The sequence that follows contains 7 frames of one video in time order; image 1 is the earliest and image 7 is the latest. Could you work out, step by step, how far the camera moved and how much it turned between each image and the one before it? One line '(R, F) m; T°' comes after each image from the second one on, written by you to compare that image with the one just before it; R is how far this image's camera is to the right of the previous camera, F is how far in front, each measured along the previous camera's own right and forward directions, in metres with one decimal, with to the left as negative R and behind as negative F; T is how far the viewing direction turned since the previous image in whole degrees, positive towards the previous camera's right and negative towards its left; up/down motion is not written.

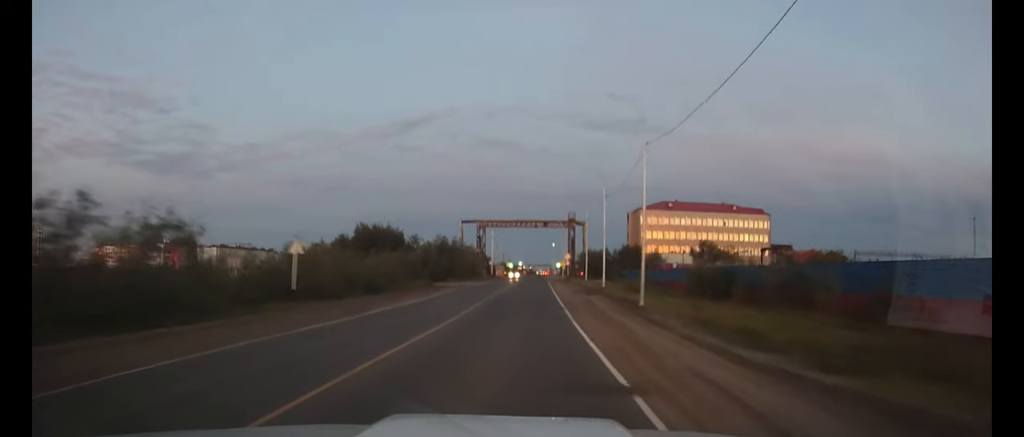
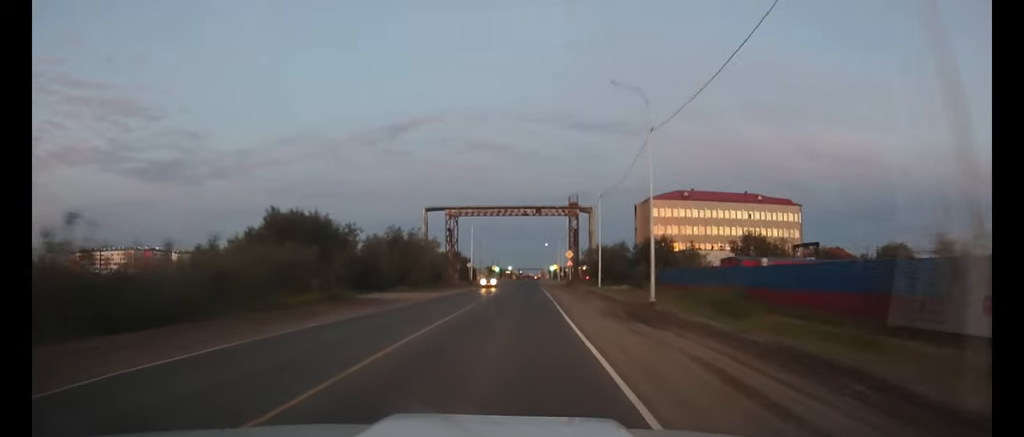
(+0.2, +24.9) m; +1°
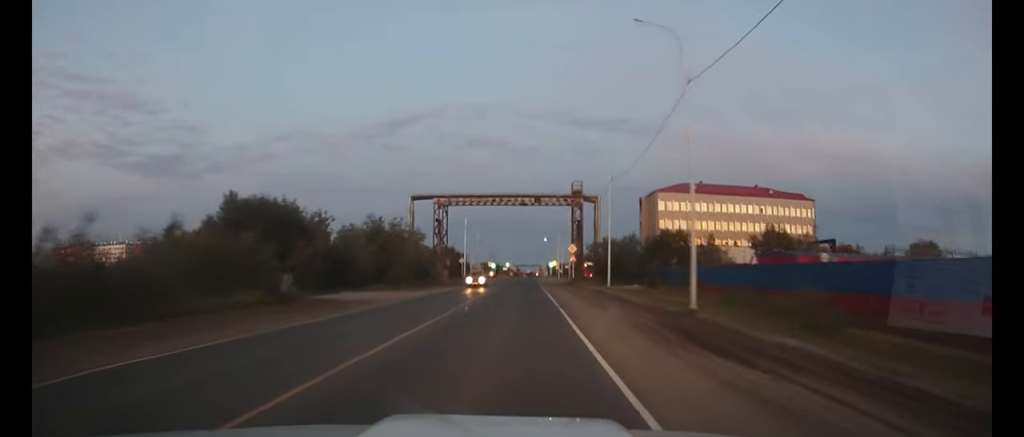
(0.0, +7.6) m; 0°
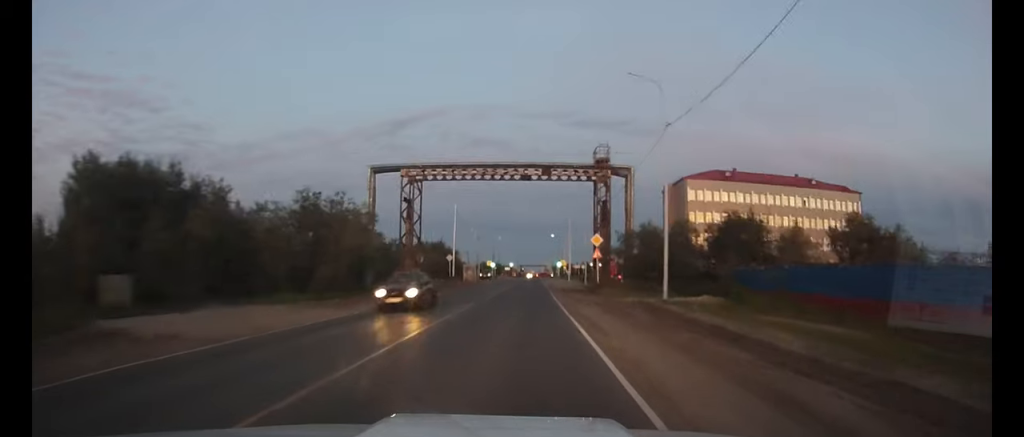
(-0.1, +18.4) m; 0°
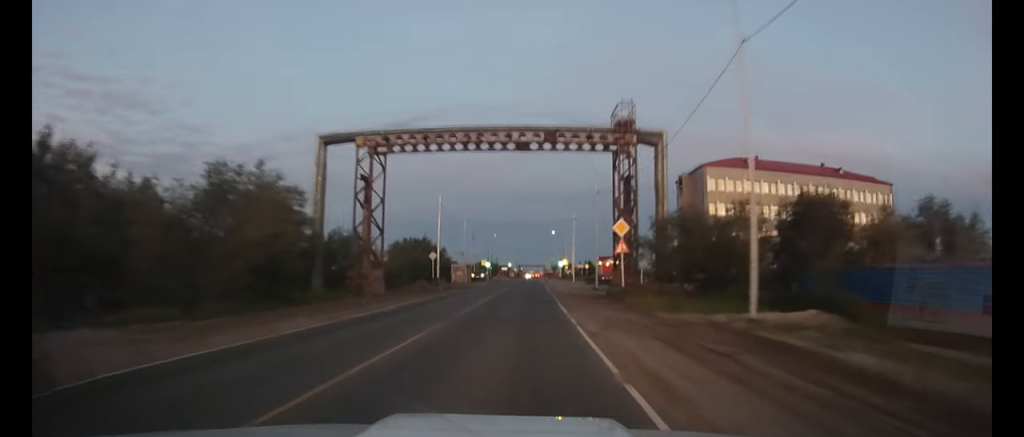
(0.0, +11.7) m; 0°
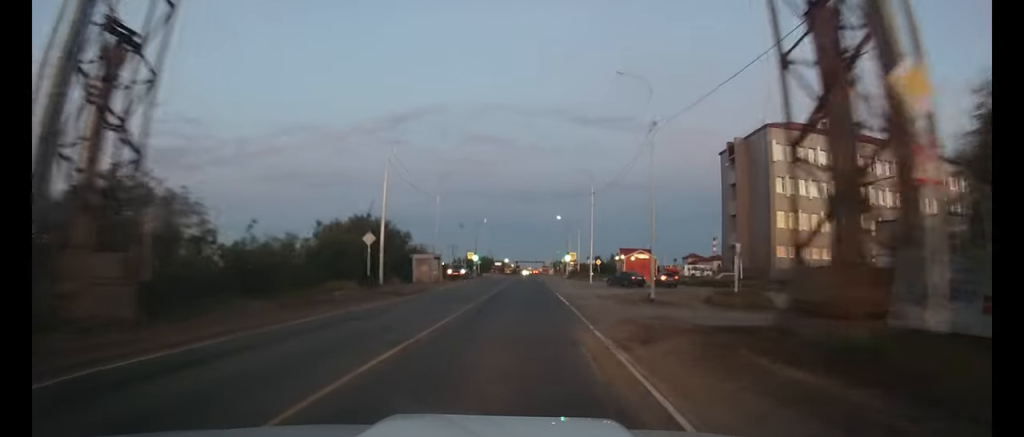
(0.0, +24.2) m; 0°
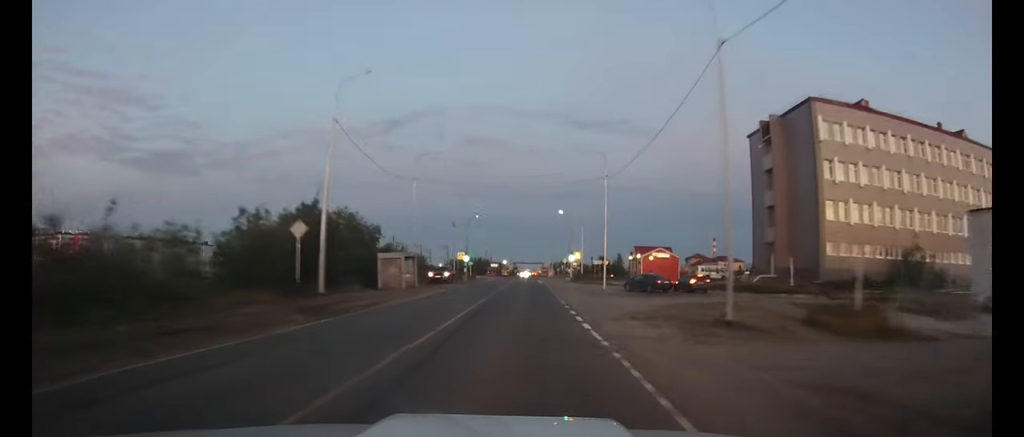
(0.0, +11.4) m; 0°
